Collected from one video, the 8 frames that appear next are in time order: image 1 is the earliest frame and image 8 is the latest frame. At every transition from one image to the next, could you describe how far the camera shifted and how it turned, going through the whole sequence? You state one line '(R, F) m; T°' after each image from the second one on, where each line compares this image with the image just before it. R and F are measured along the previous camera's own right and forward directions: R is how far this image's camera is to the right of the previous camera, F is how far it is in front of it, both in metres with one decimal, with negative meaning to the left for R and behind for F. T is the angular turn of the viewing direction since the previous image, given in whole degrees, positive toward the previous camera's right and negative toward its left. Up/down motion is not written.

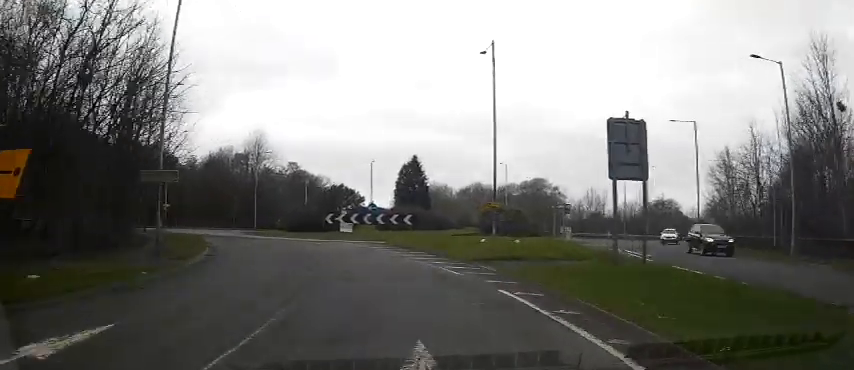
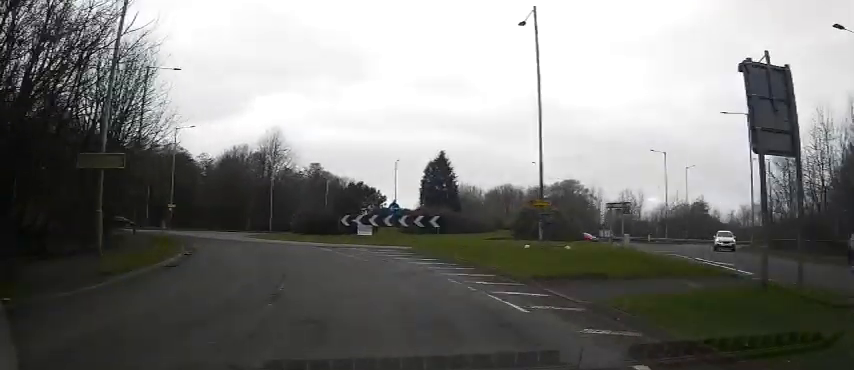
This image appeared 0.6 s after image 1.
(-0.1, +5.5) m; -1°
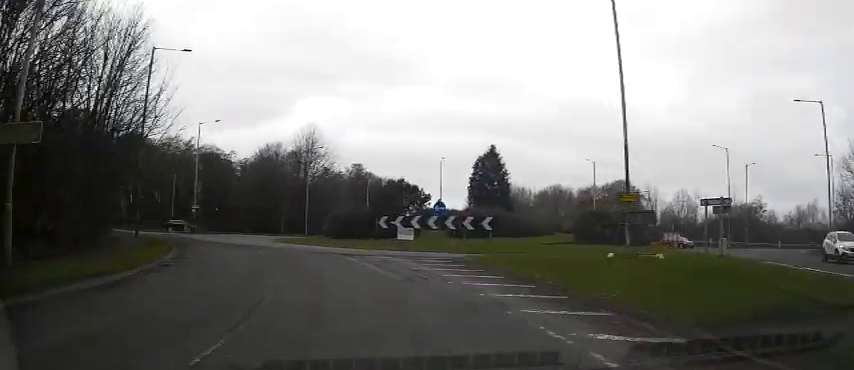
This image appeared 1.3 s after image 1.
(-0.1, +5.8) m; -2°
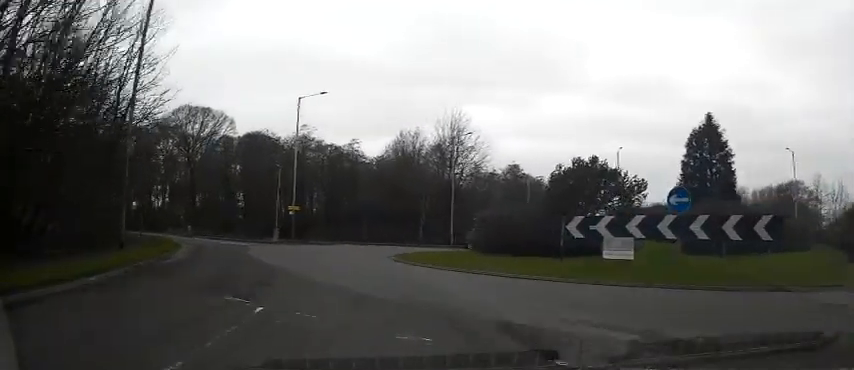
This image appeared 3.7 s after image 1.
(-2.4, +15.8) m; -25°
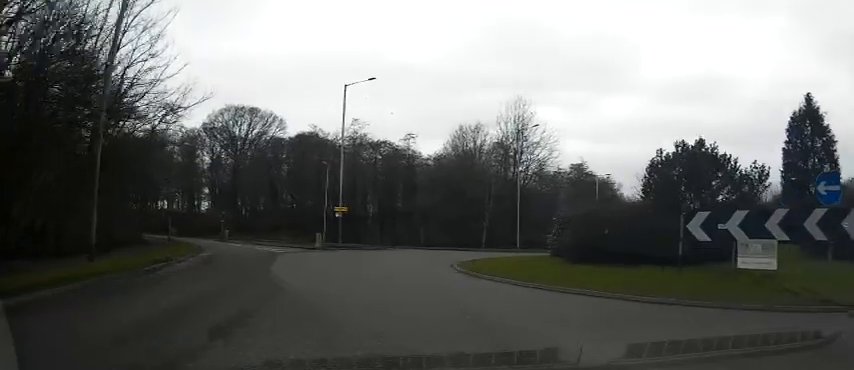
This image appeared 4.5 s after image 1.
(-0.4, +4.7) m; -6°
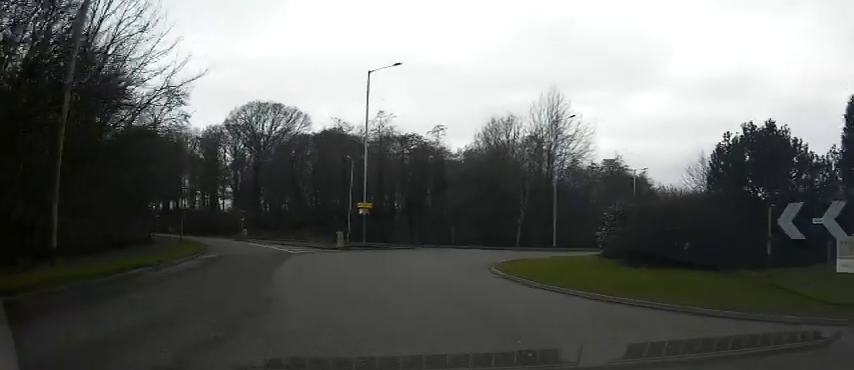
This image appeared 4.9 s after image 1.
(-0.1, +2.4) m; -2°
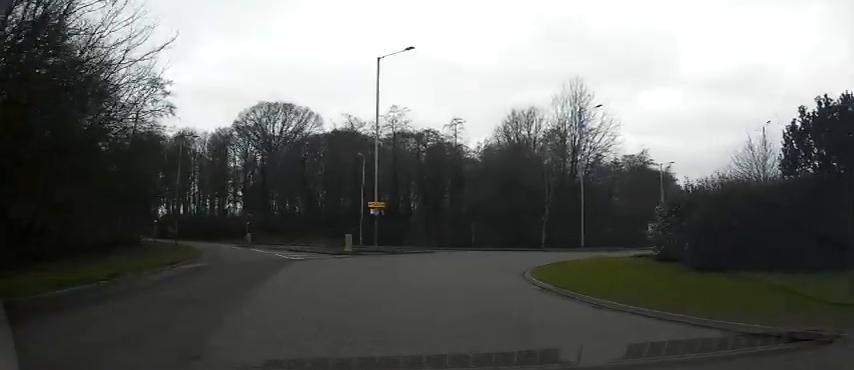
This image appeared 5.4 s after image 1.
(0.0, +3.0) m; -2°
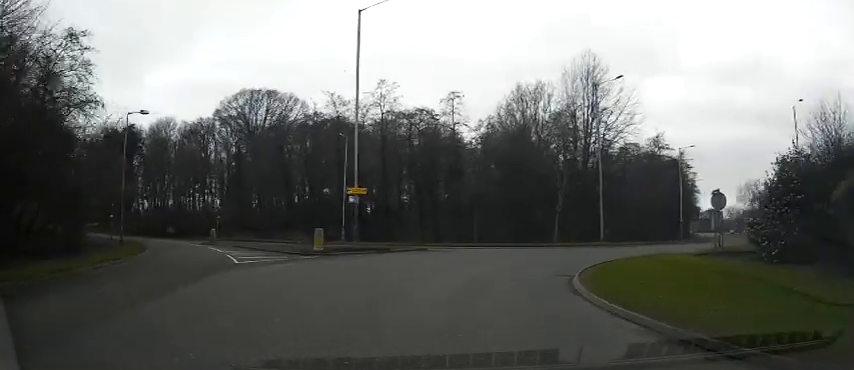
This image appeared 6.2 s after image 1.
(-0.1, +5.8) m; +1°
